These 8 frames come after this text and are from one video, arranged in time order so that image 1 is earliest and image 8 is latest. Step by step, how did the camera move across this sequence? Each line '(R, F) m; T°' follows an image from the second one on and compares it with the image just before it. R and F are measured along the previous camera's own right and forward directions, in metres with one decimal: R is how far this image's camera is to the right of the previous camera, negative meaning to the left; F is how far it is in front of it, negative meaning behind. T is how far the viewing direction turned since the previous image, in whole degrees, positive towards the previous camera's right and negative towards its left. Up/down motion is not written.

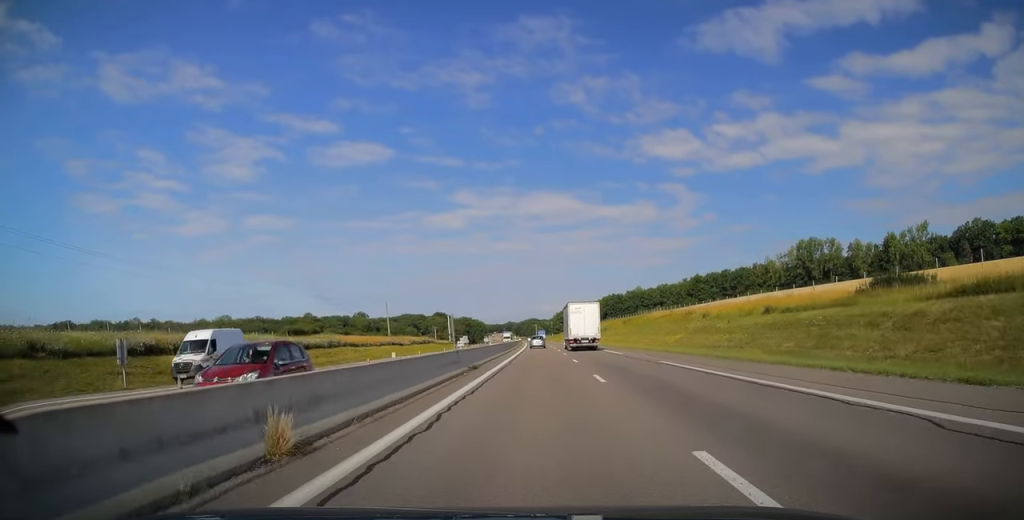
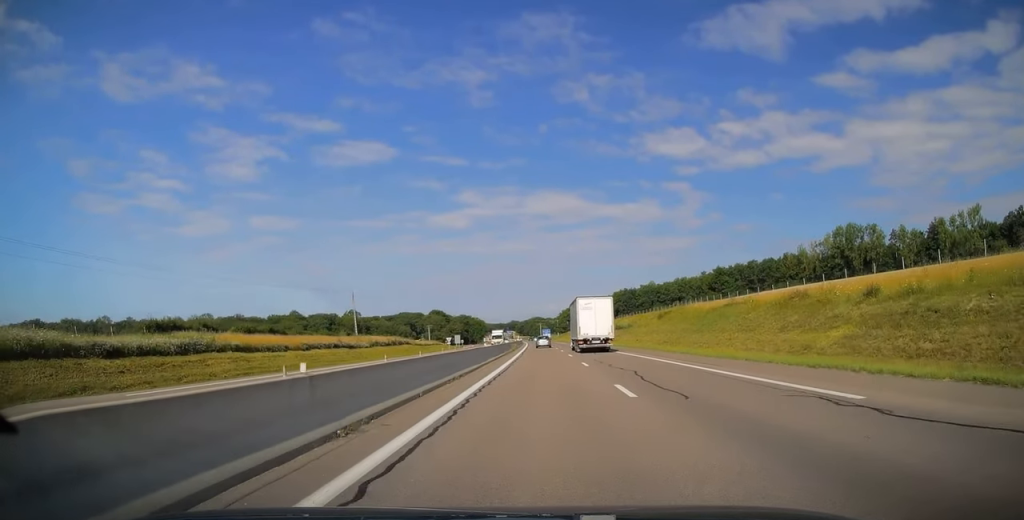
(0.0, +30.9) m; 0°
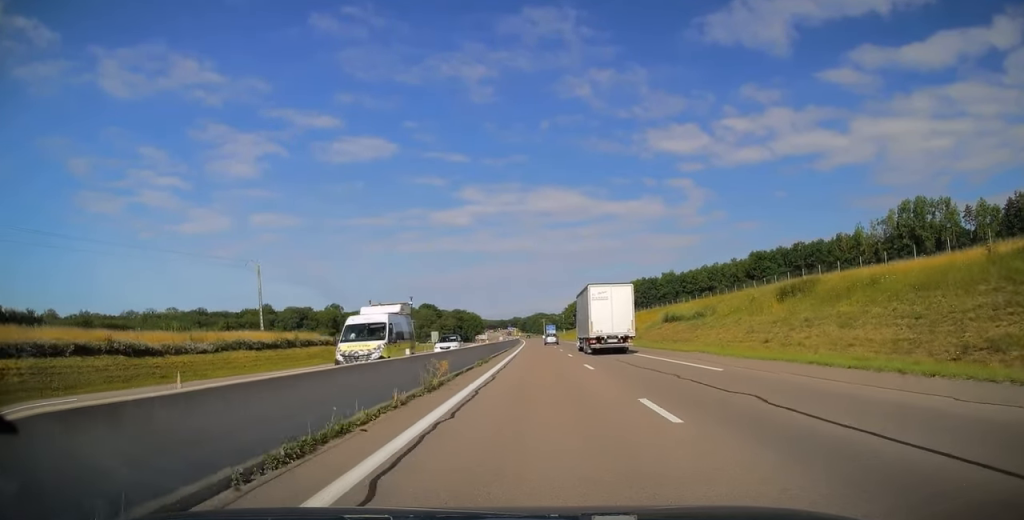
(-0.1, +44.3) m; -1°
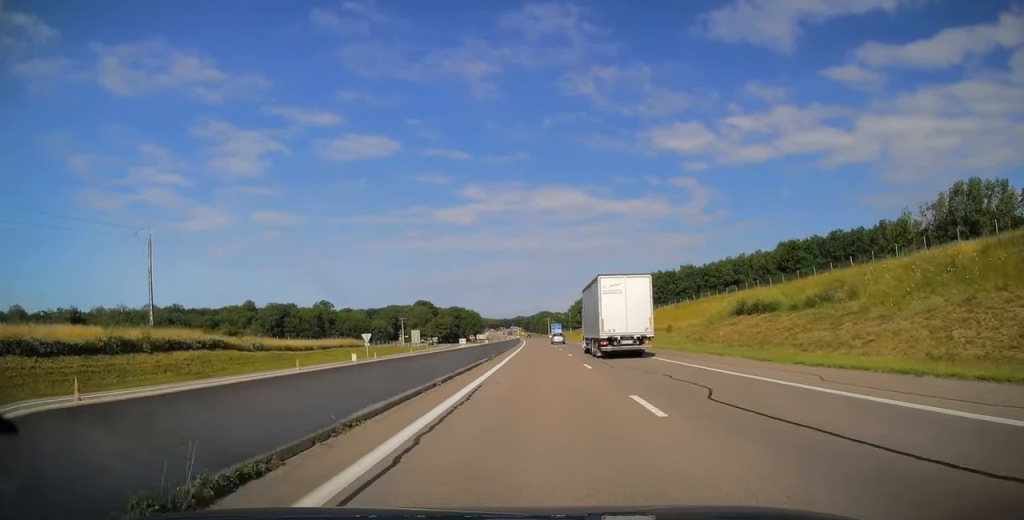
(-0.1, +26.4) m; -1°
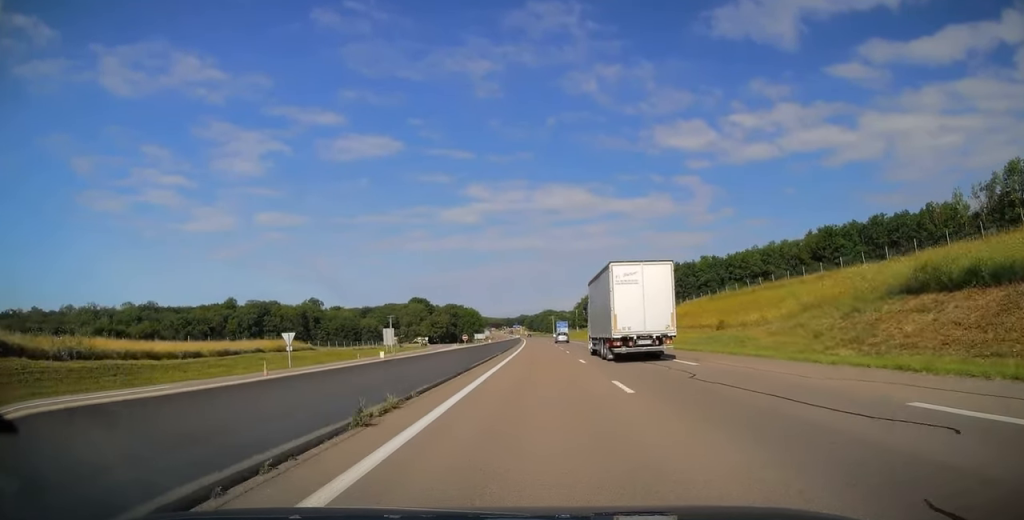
(-0.2, +23.9) m; -1°
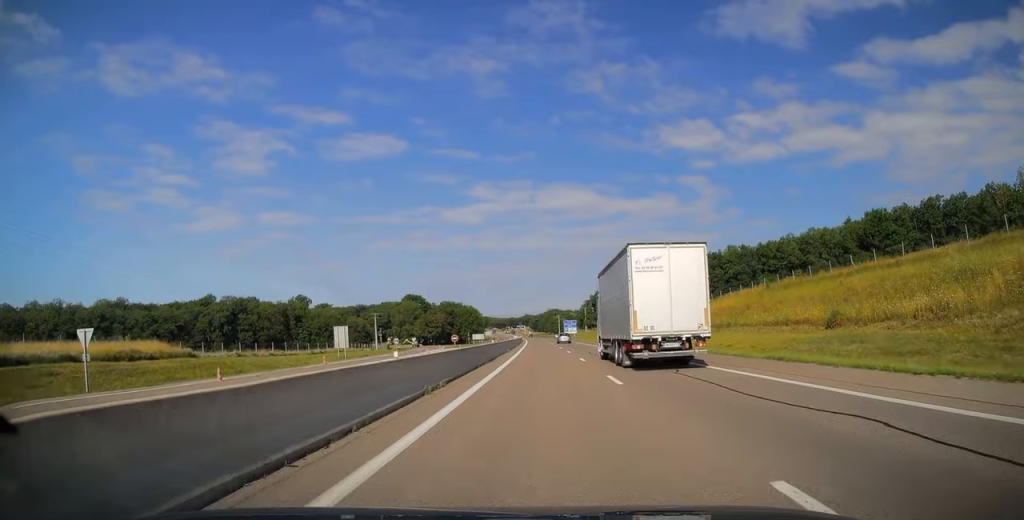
(0.0, +25.4) m; 0°
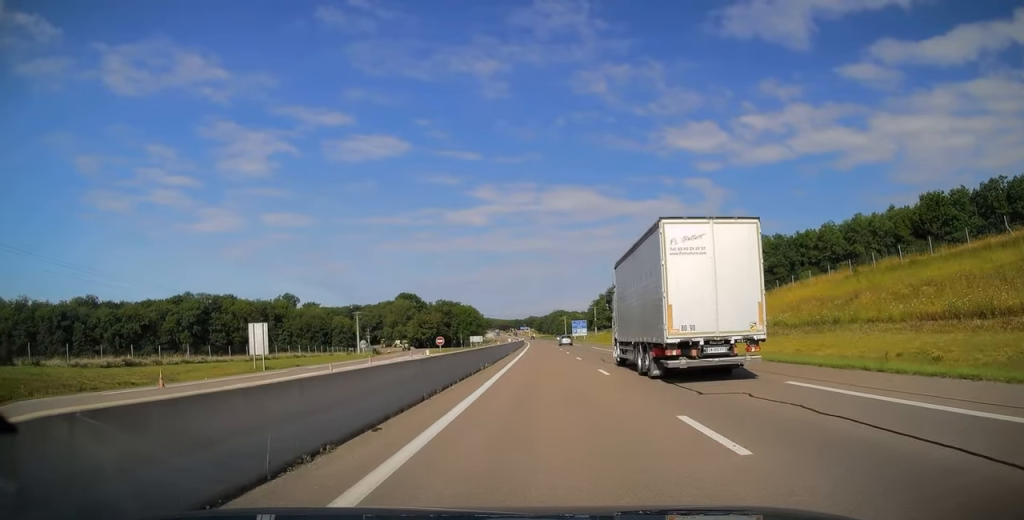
(-0.2, +23.8) m; 0°
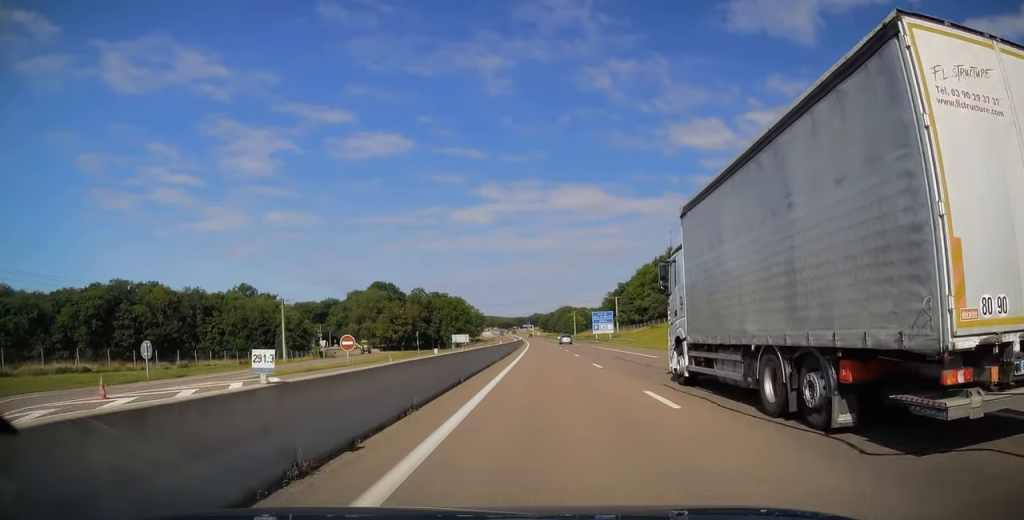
(0.0, +55.1) m; 0°
